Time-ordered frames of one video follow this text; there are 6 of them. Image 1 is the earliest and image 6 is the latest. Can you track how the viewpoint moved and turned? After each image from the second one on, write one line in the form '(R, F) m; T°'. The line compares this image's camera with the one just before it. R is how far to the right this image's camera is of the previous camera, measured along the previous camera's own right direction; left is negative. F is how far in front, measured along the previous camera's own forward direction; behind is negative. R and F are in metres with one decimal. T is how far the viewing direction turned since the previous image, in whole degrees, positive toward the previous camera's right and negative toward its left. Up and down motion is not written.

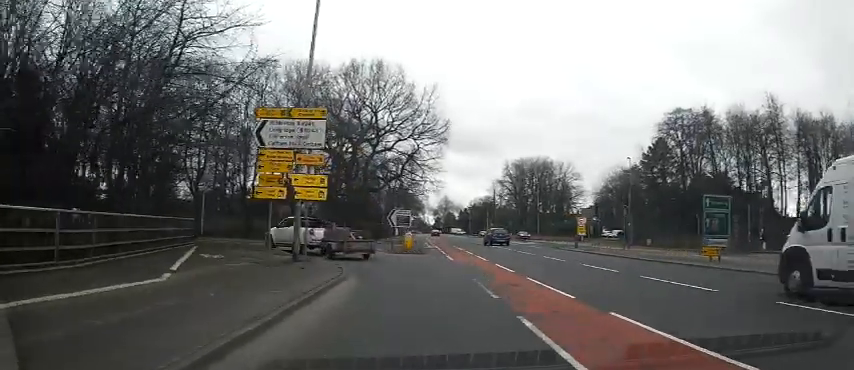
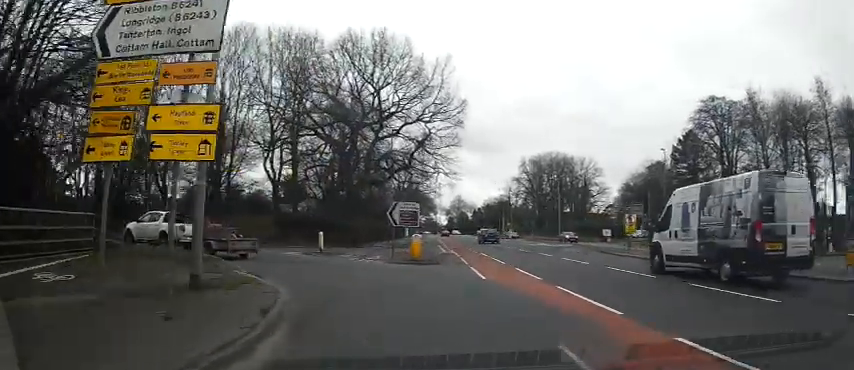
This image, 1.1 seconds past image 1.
(0.0, +8.5) m; -4°
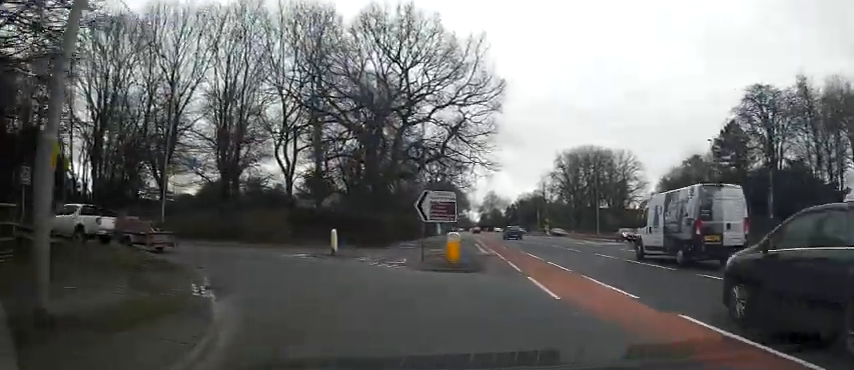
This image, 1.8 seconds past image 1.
(-0.2, +4.9) m; -5°
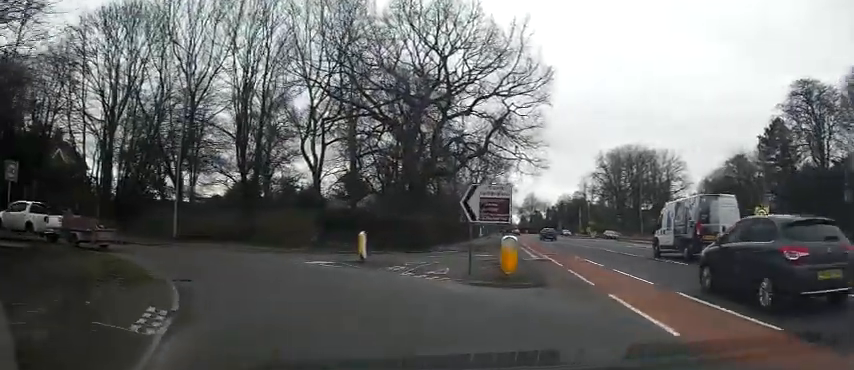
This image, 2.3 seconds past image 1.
(-0.2, +3.3) m; -5°
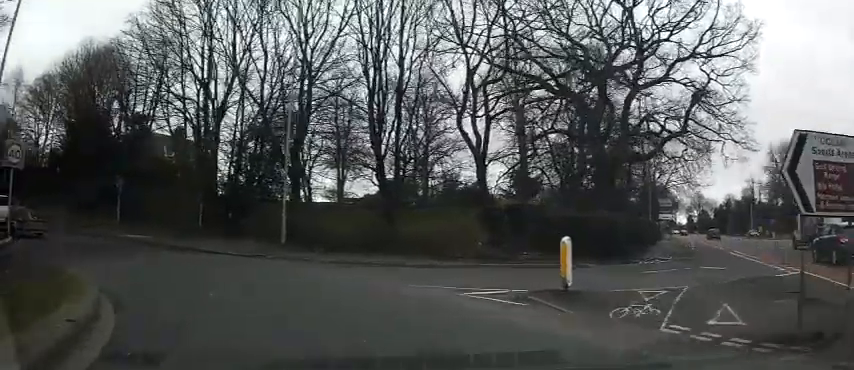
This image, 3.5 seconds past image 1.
(-0.8, +7.6) m; -16°
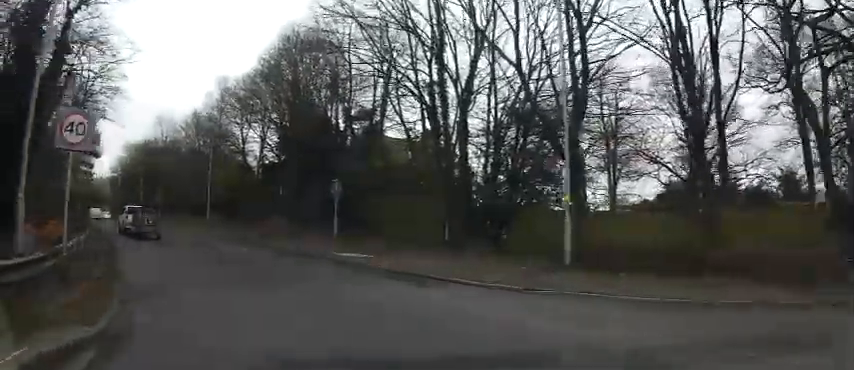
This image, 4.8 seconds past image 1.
(-1.2, +7.3) m; -20°
